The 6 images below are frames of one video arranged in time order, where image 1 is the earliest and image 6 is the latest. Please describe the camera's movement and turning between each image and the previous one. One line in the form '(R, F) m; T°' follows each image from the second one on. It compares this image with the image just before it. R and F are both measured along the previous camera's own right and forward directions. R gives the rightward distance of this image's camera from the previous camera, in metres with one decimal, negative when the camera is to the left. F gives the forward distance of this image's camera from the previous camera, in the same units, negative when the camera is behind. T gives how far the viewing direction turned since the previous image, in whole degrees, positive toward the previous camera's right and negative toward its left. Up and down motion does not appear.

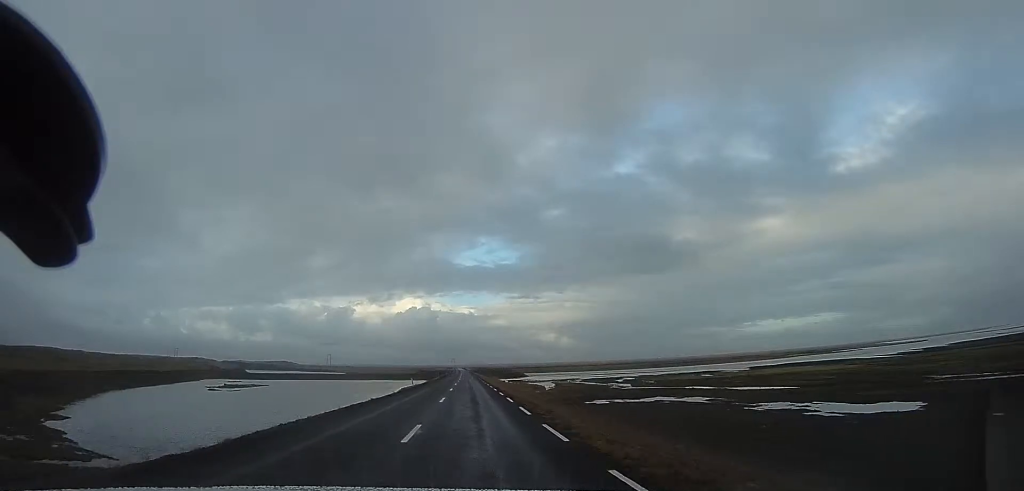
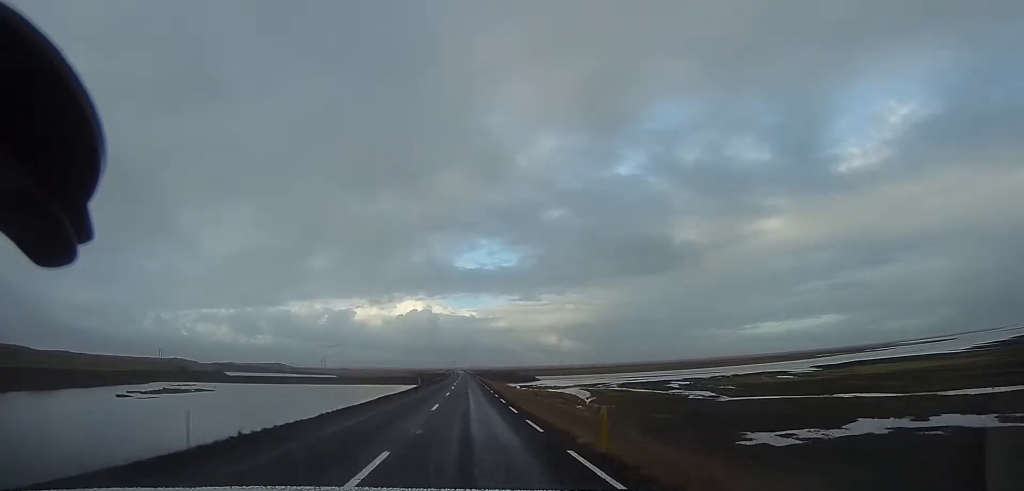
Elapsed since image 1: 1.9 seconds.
(0.0, +40.2) m; 0°
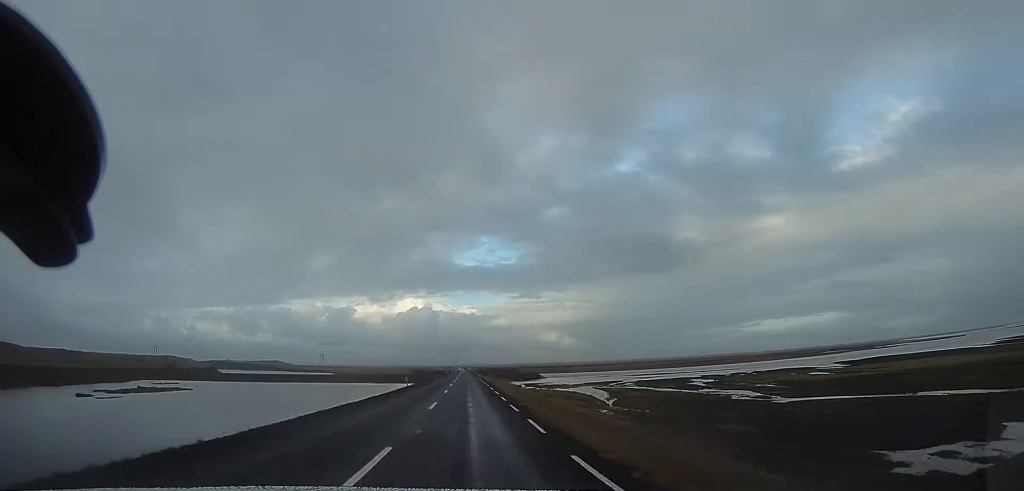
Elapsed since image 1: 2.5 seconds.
(-0.5, +12.6) m; 0°
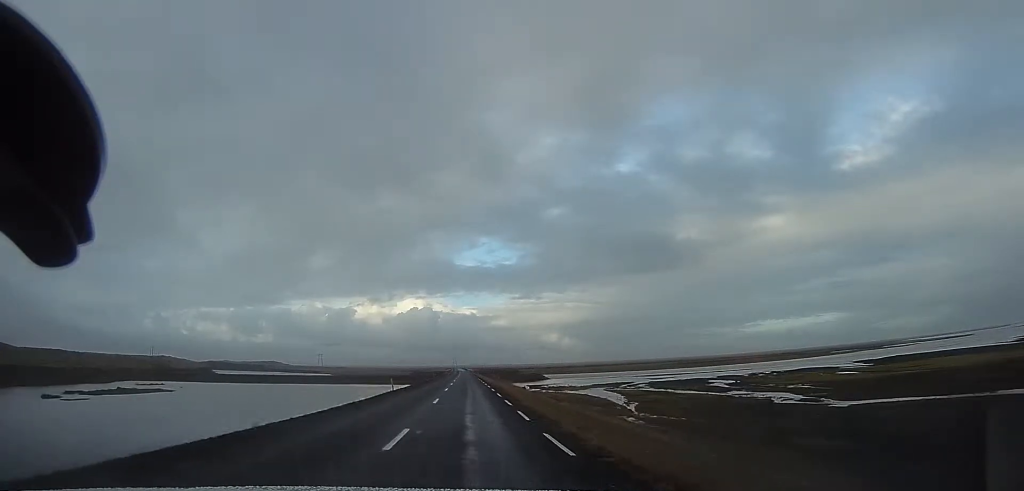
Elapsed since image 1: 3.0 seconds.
(-0.3, +9.1) m; 0°
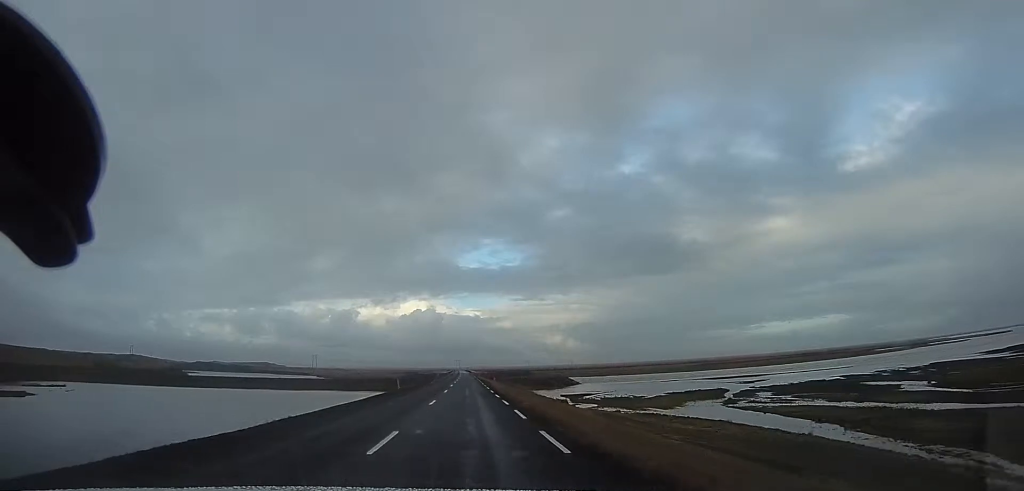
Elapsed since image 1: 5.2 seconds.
(-0.3, +48.0) m; -2°
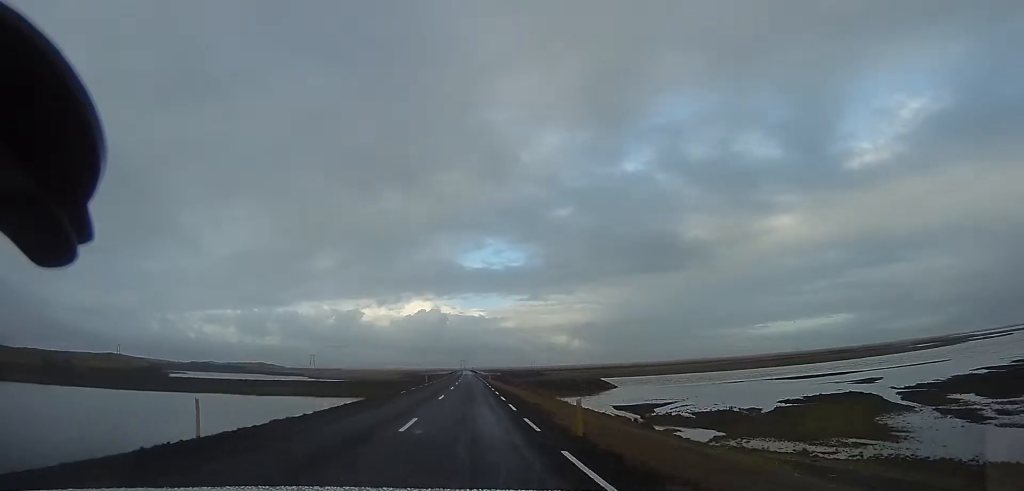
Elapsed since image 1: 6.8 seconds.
(+0.3, +32.4) m; +1°
